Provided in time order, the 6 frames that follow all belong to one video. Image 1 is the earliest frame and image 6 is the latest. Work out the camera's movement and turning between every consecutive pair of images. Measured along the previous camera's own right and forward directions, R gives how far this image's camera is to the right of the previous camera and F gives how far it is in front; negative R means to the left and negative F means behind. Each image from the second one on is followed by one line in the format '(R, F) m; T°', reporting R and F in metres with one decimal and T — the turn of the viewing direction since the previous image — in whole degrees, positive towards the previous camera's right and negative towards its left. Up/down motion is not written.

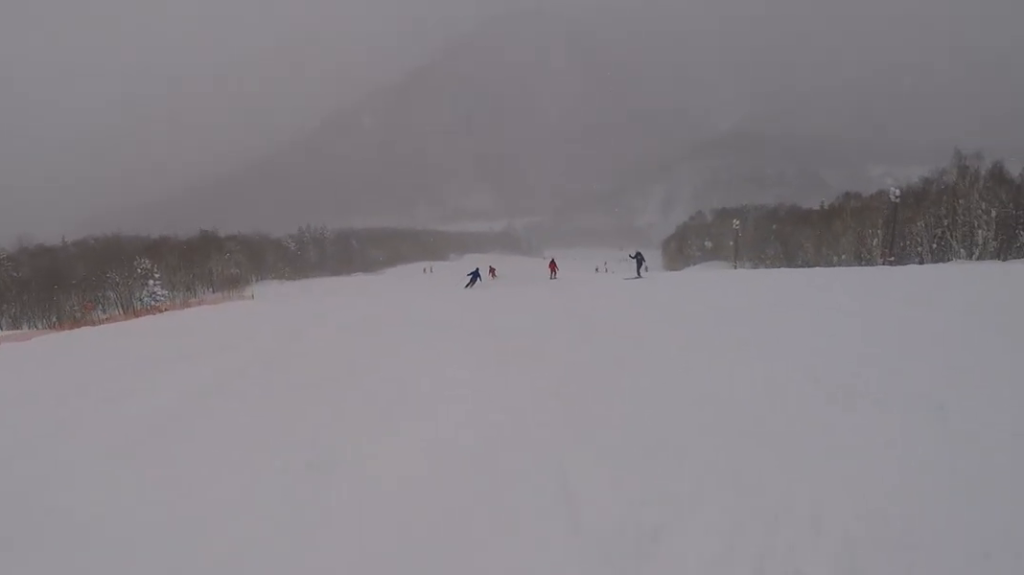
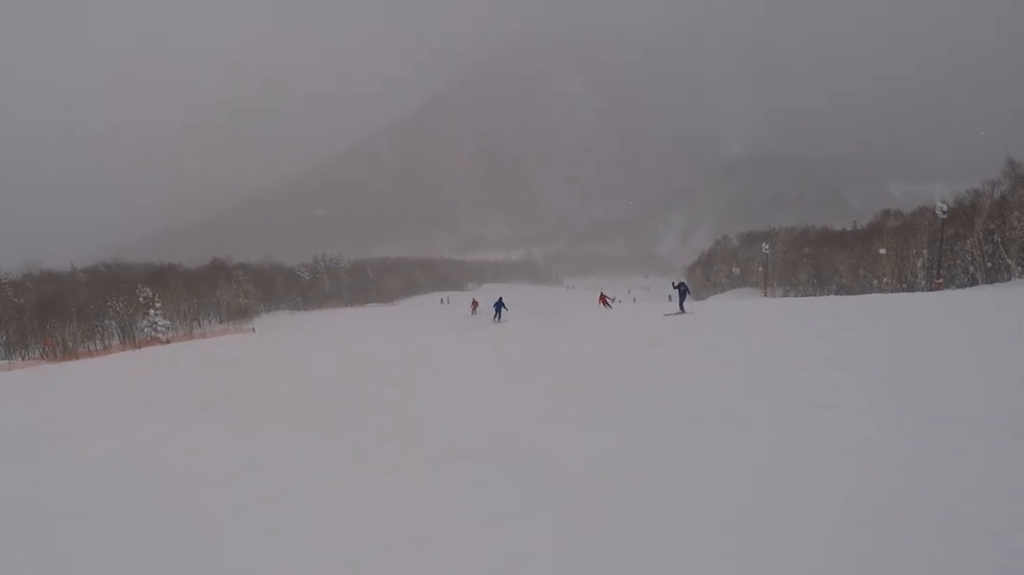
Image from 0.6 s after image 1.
(0.0, +6.2) m; -6°
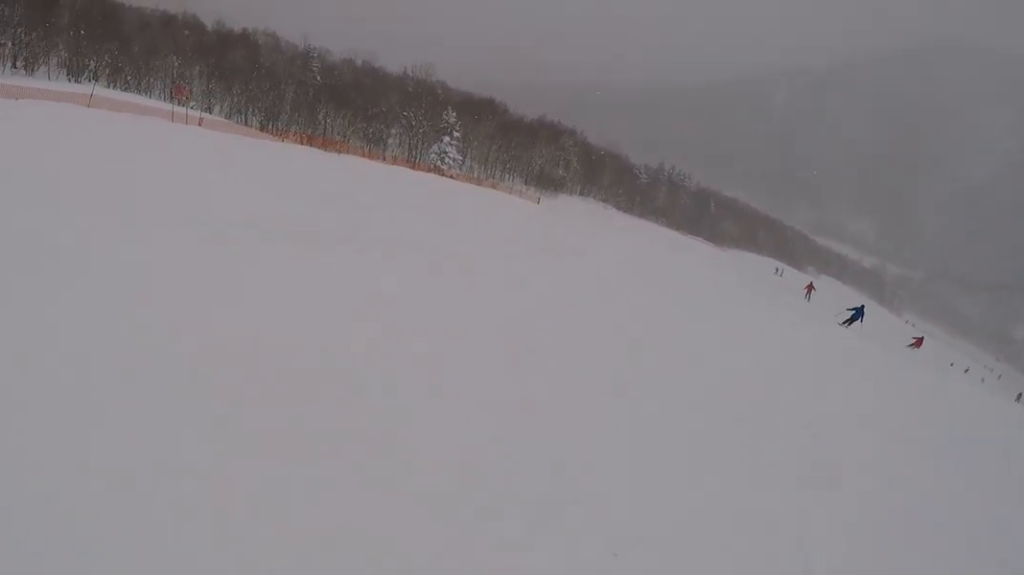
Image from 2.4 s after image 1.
(-2.5, +16.2) m; -18°
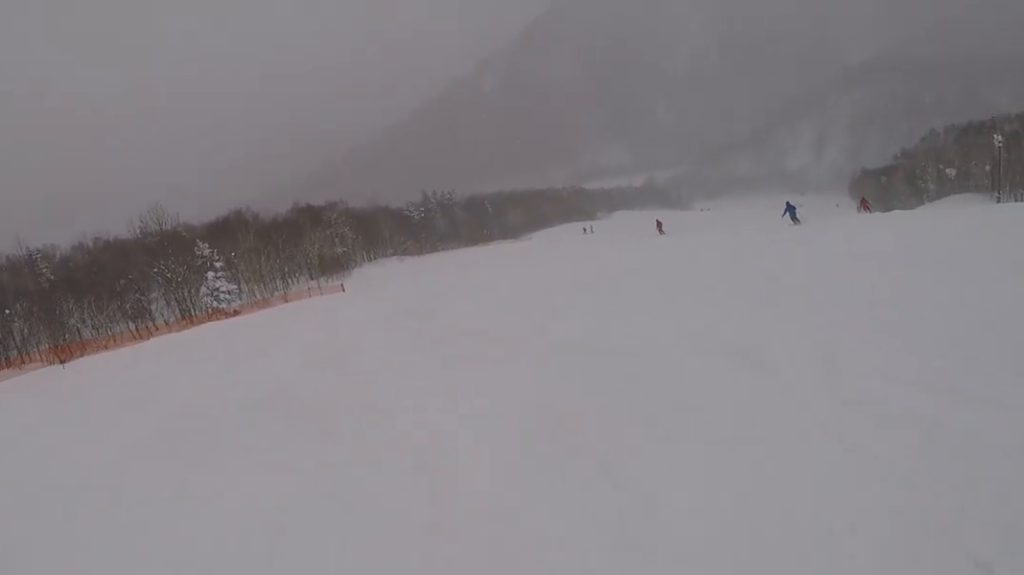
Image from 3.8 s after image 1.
(+0.4, +12.2) m; +21°
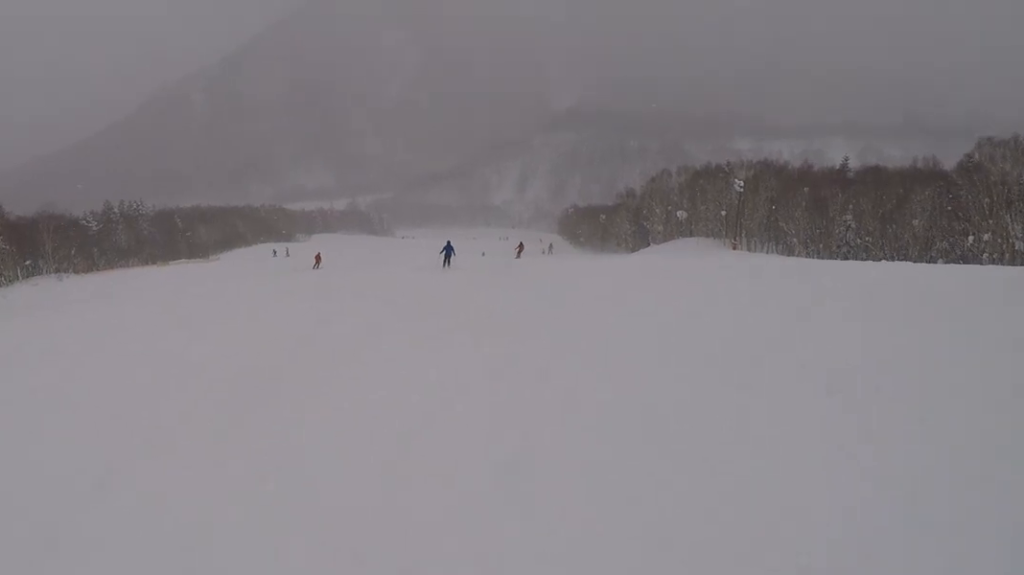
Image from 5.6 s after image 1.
(+4.5, +15.2) m; +15°
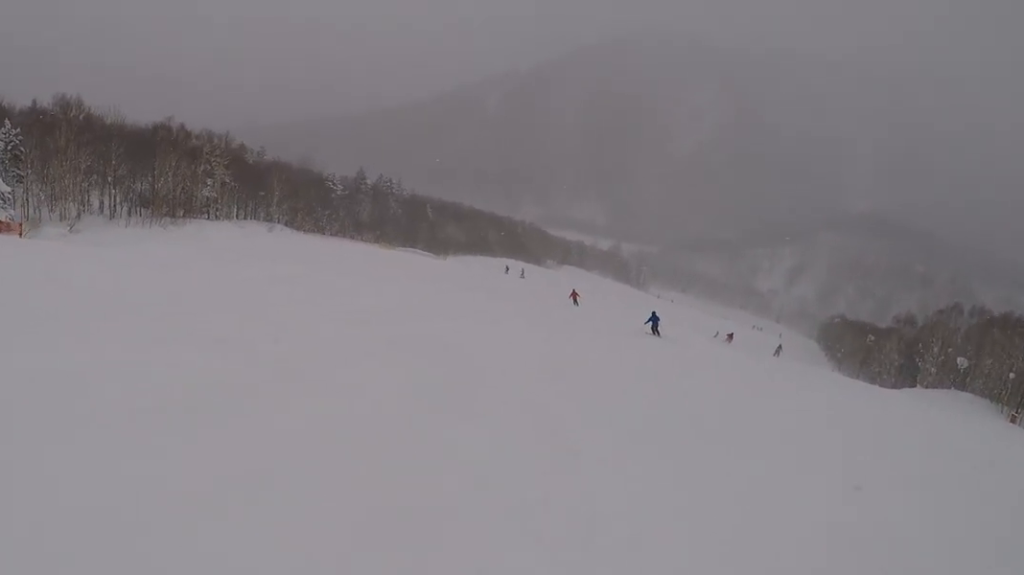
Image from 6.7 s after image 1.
(-0.7, +9.7) m; -4°
